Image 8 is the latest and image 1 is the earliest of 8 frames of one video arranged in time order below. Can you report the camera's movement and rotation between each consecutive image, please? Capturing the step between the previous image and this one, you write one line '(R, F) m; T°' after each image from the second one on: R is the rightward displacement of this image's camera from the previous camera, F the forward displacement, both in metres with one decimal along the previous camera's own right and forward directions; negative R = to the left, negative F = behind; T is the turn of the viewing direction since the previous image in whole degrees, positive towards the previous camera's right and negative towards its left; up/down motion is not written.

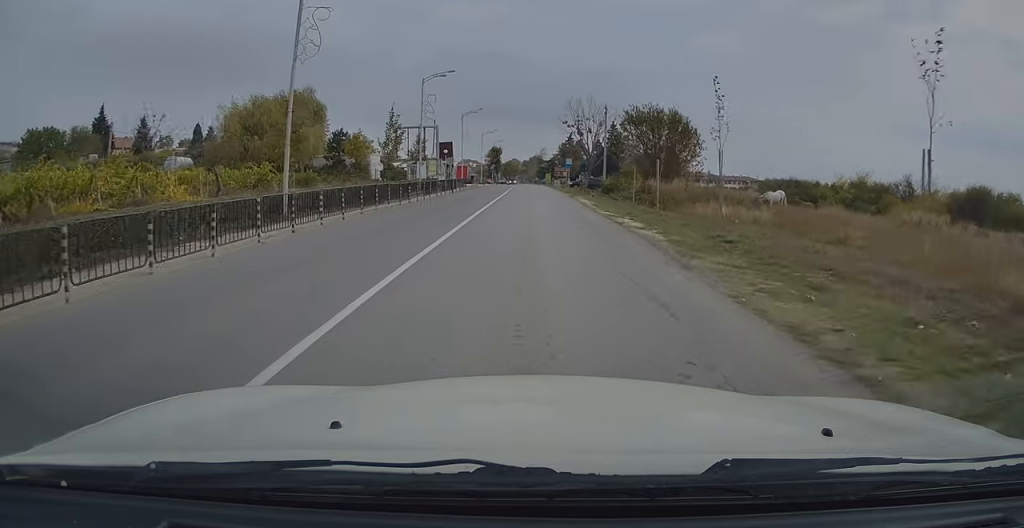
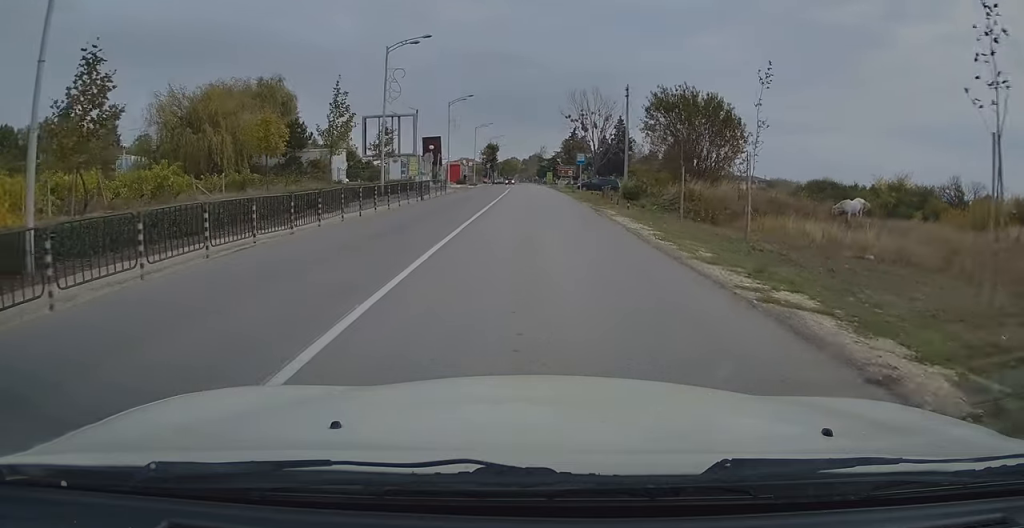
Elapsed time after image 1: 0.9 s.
(-0.2, +12.4) m; -1°
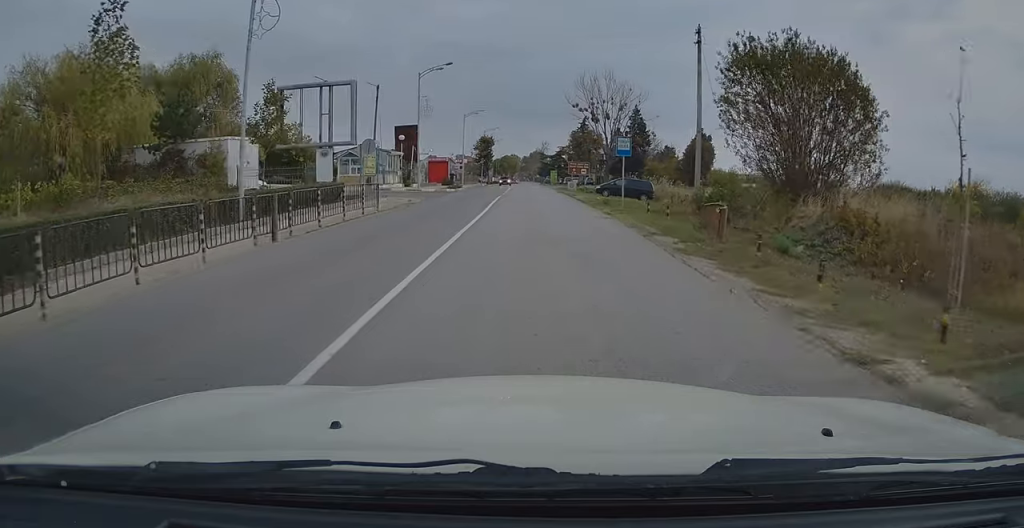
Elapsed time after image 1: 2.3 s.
(+0.1, +18.4) m; 0°
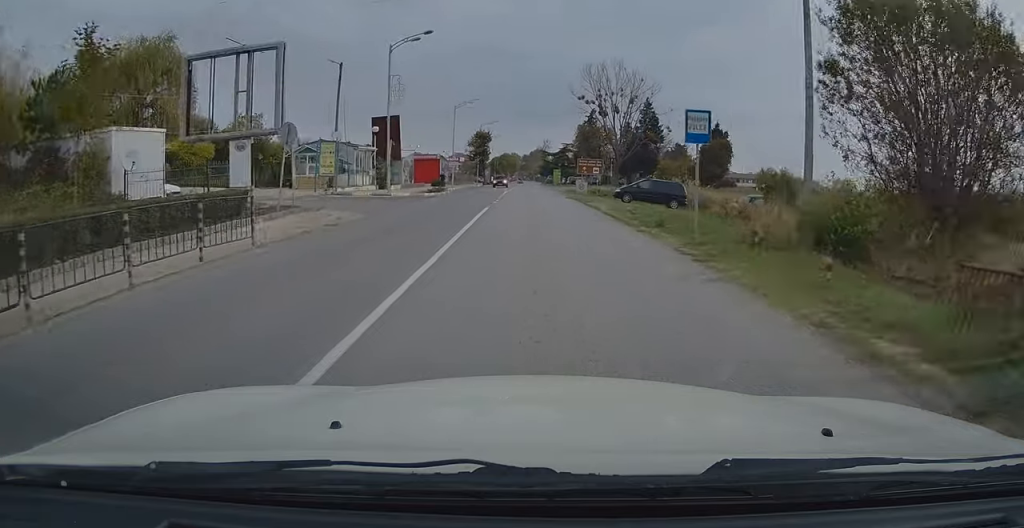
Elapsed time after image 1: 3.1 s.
(0.0, +10.3) m; 0°
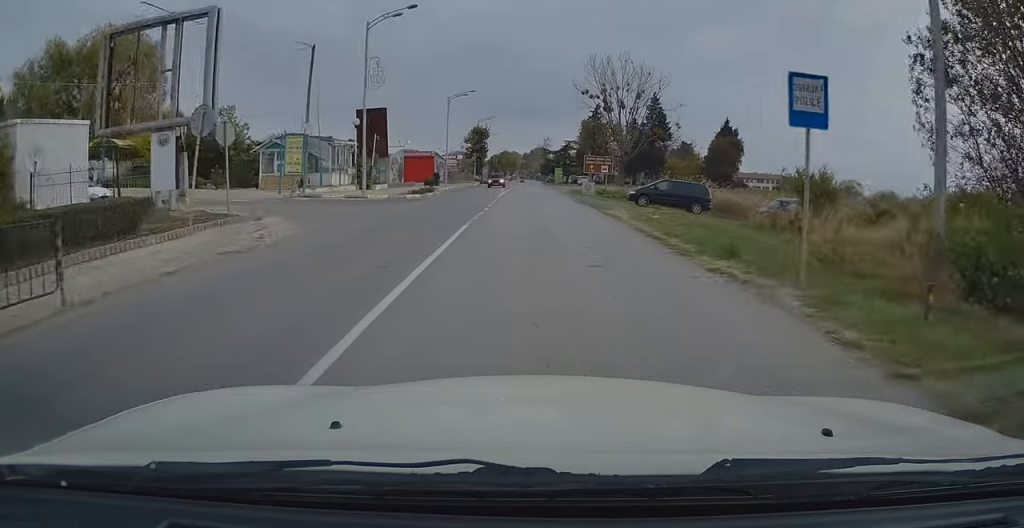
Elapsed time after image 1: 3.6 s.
(-0.1, +5.5) m; 0°
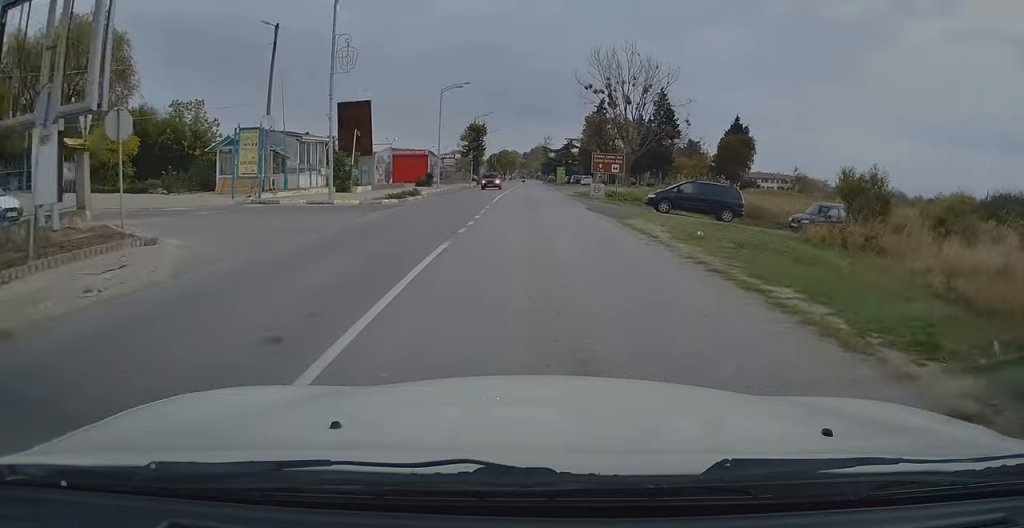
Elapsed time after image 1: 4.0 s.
(0.0, +5.4) m; 0°
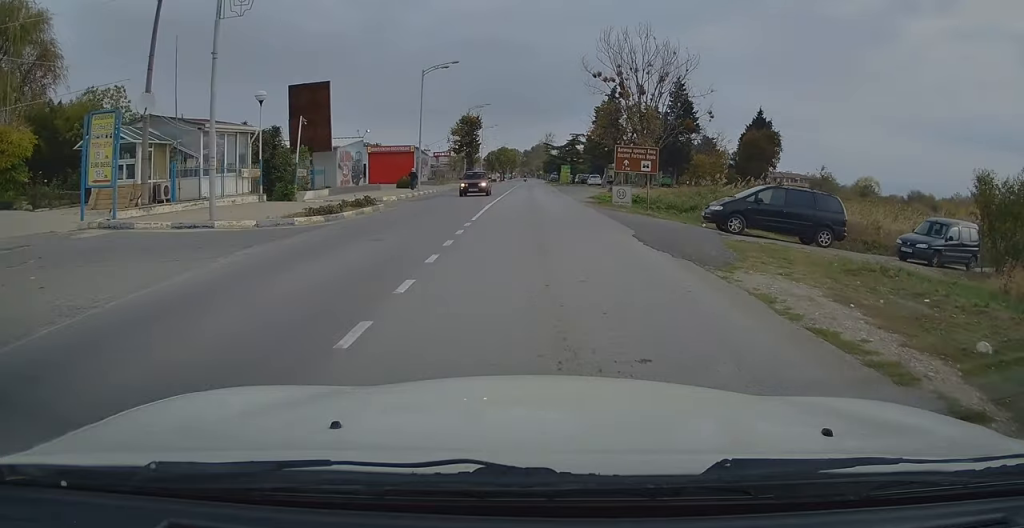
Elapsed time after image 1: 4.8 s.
(0.0, +10.1) m; +2°
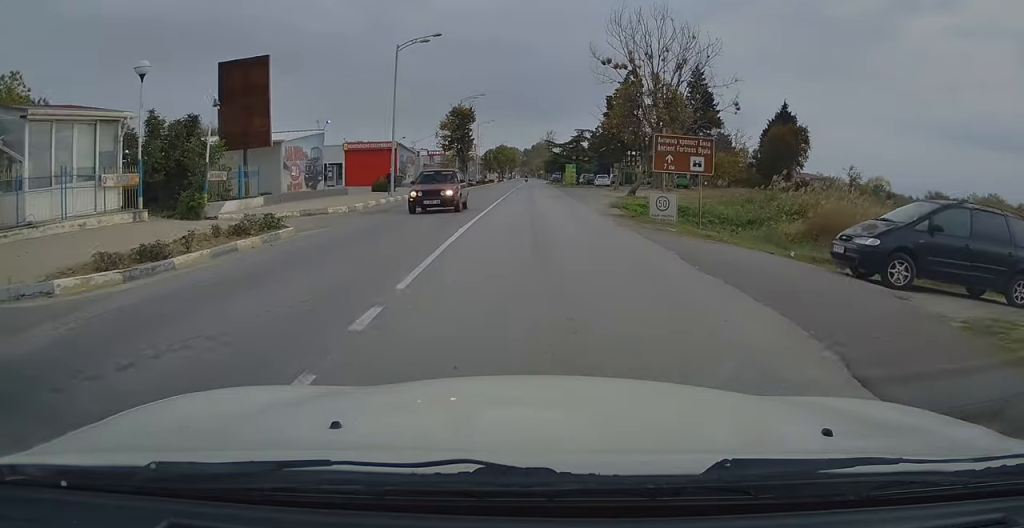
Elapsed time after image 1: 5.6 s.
(+0.2, +9.1) m; 0°
